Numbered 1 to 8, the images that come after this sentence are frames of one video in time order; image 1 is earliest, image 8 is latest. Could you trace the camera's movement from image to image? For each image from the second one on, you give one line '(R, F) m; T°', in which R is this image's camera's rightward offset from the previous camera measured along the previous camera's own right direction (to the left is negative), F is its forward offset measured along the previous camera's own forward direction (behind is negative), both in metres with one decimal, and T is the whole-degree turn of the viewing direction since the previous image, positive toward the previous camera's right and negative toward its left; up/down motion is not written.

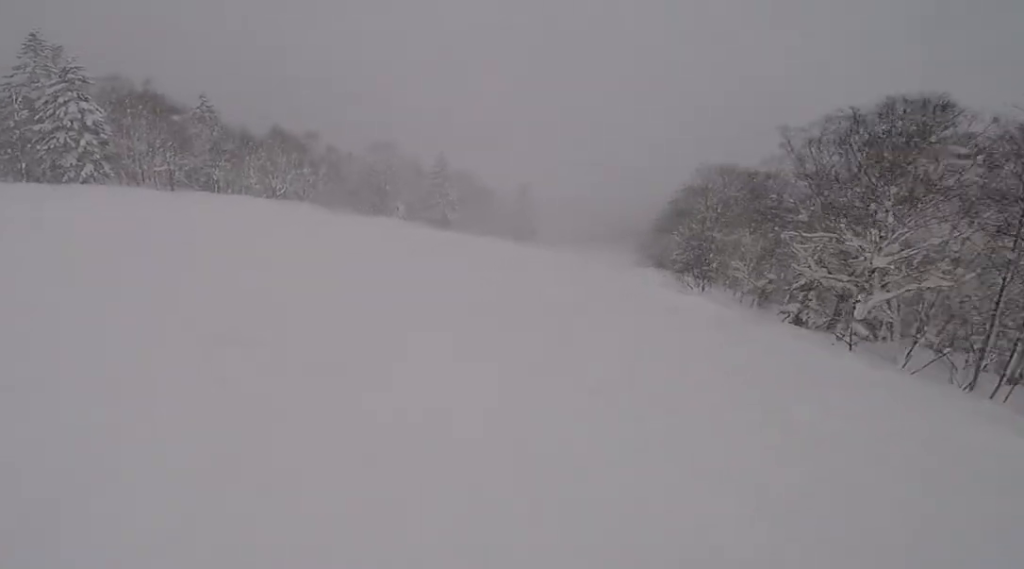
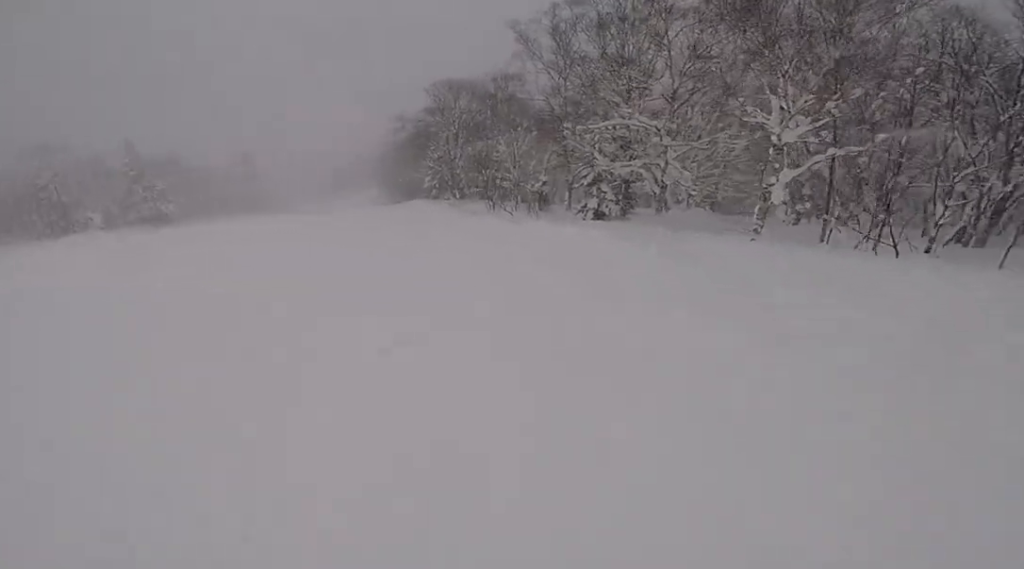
(+1.1, +7.1) m; +23°
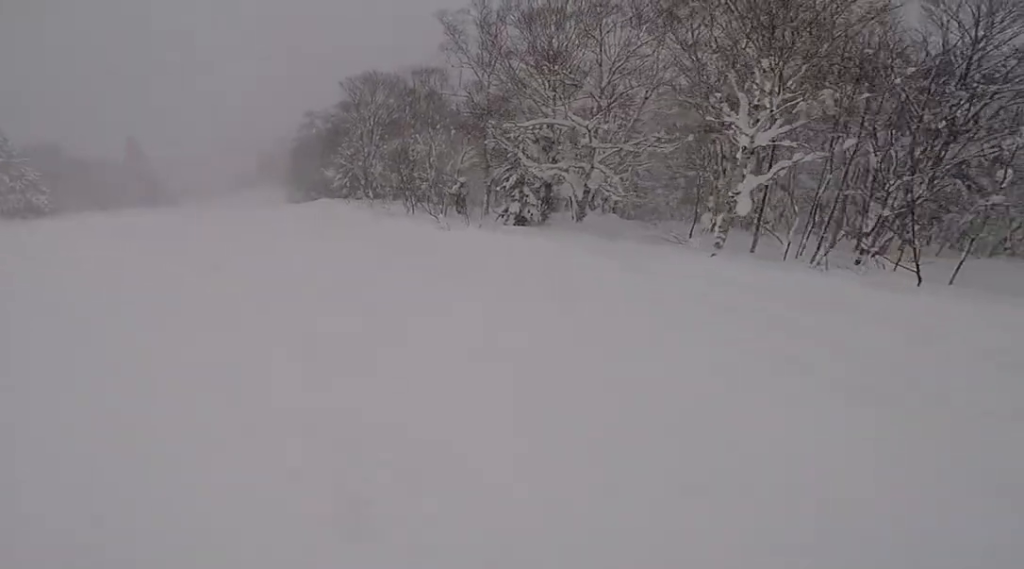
(+0.3, +2.5) m; +9°
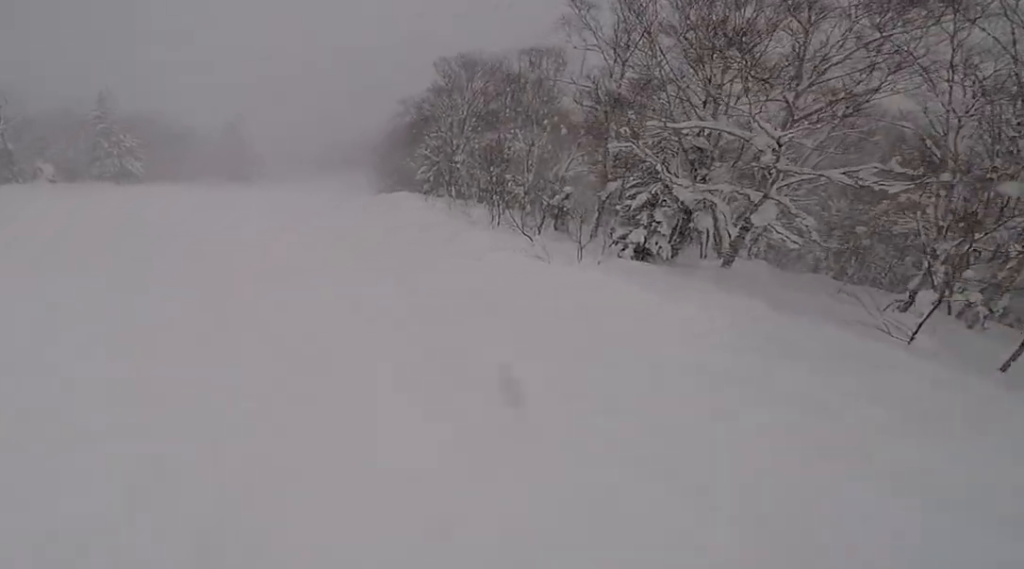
(+0.5, +5.0) m; -10°
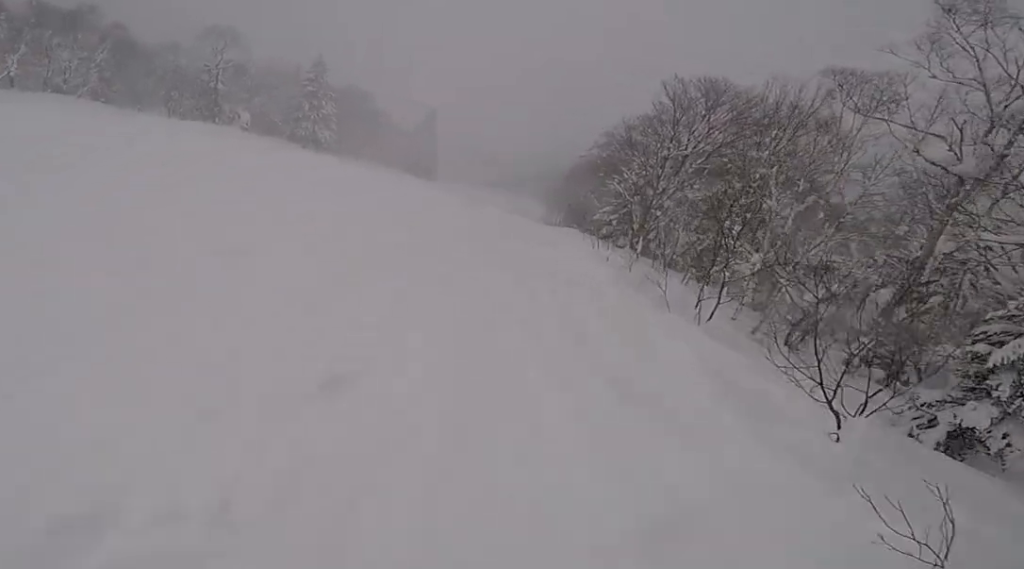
(-1.7, +6.2) m; -24°
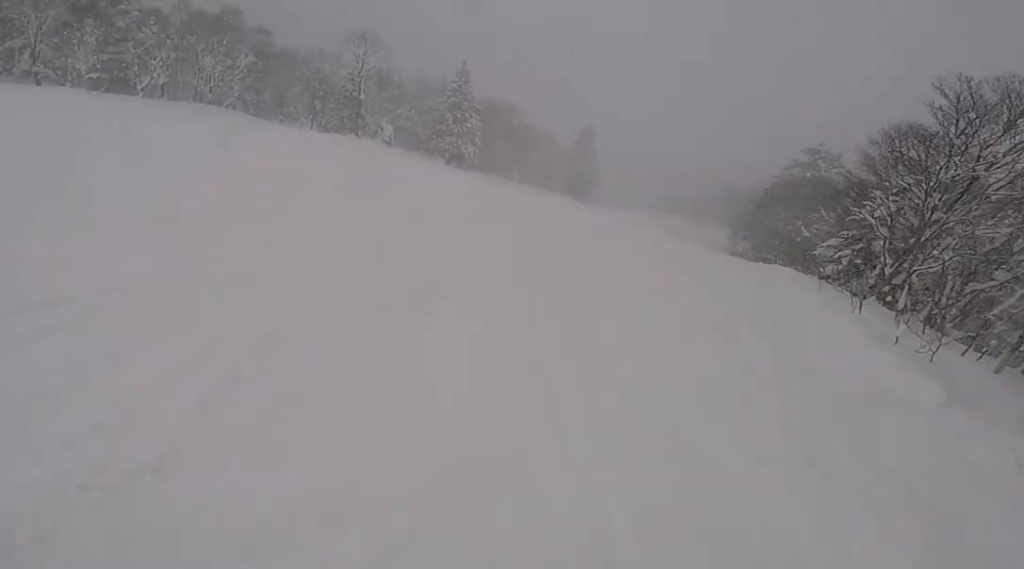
(-0.5, +5.6) m; +5°
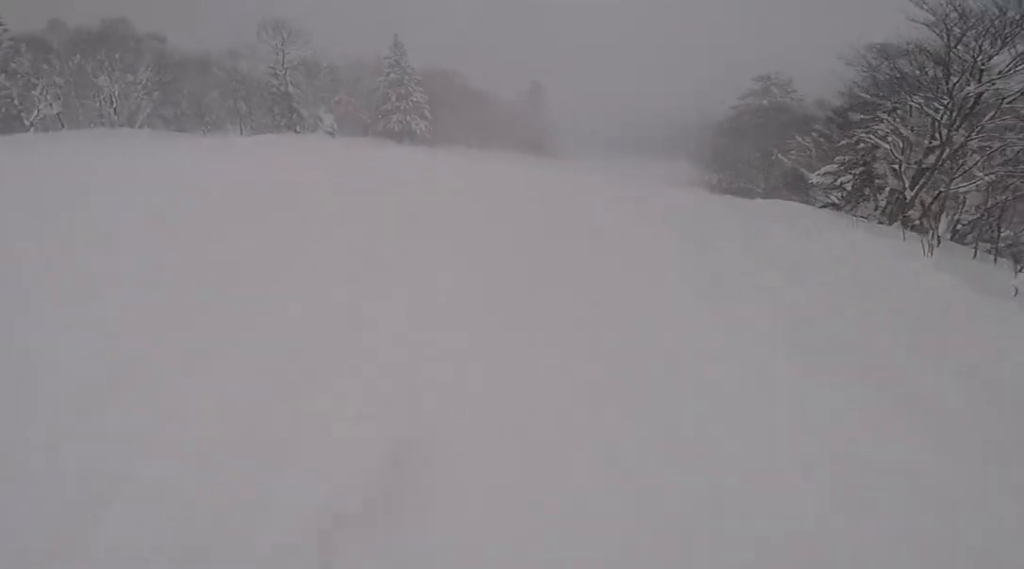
(+0.2, +3.2) m; +9°
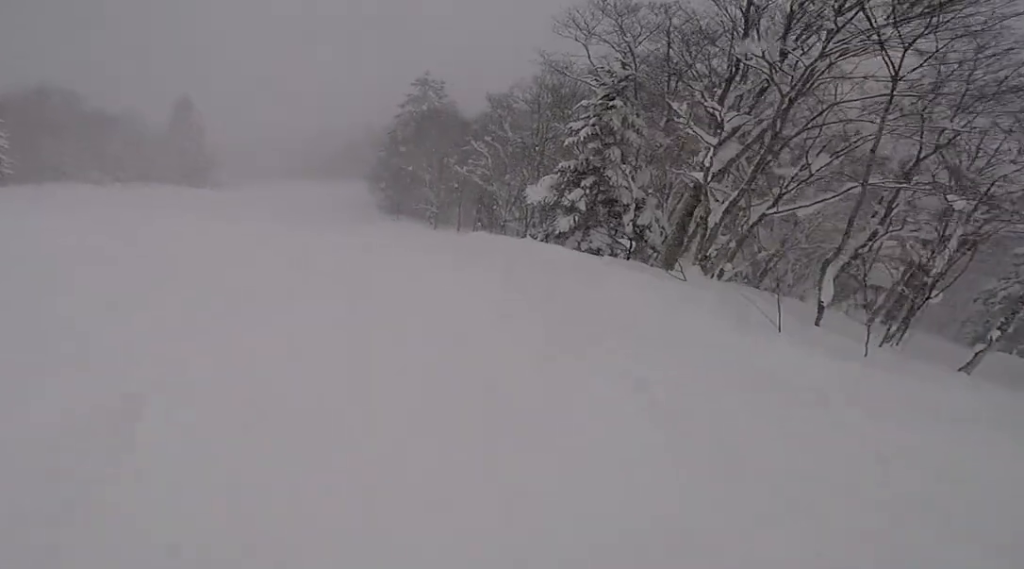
(+3.2, +13.2) m; +10°
